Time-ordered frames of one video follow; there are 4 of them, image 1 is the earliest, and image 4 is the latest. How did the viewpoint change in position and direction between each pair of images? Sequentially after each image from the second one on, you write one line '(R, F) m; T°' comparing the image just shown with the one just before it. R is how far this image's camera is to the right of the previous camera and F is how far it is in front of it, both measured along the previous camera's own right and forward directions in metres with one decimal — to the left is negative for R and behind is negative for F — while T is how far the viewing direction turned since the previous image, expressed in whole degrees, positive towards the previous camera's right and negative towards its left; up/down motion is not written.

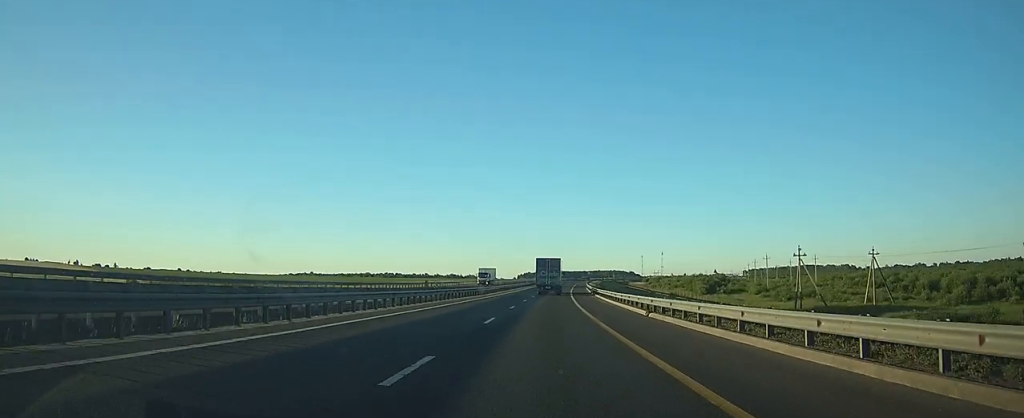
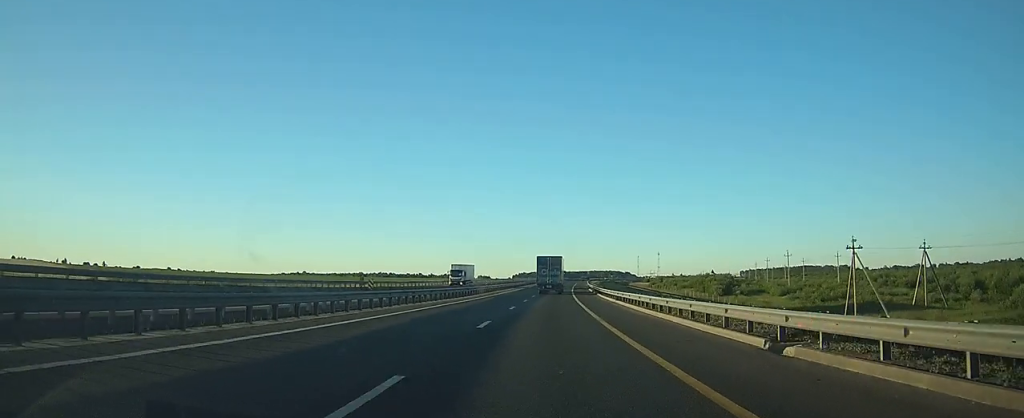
(0.0, +14.3) m; +1°
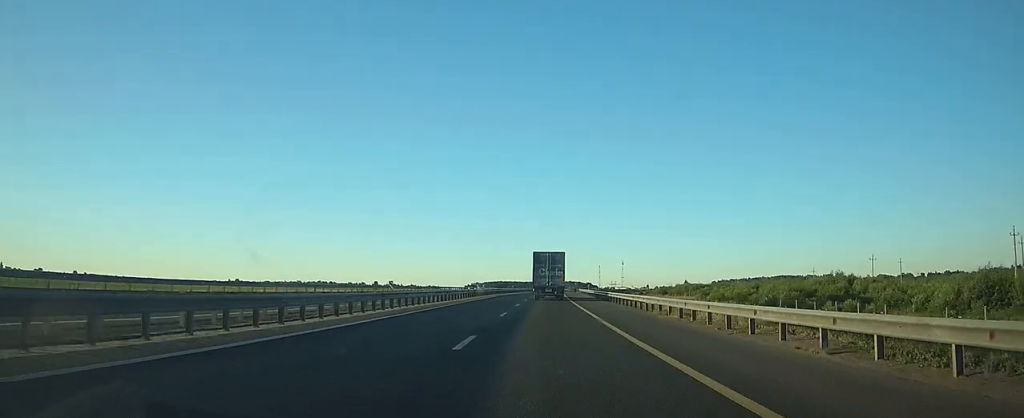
(+3.7, +113.4) m; +4°
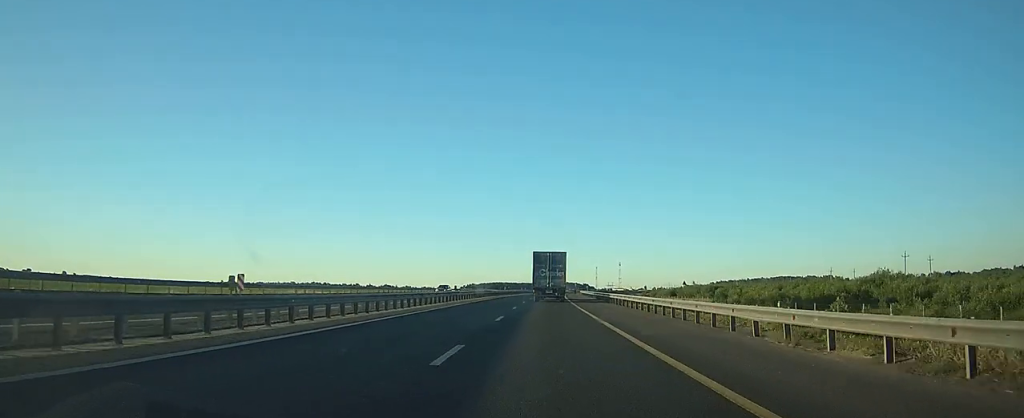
(+0.1, +14.3) m; +1°
